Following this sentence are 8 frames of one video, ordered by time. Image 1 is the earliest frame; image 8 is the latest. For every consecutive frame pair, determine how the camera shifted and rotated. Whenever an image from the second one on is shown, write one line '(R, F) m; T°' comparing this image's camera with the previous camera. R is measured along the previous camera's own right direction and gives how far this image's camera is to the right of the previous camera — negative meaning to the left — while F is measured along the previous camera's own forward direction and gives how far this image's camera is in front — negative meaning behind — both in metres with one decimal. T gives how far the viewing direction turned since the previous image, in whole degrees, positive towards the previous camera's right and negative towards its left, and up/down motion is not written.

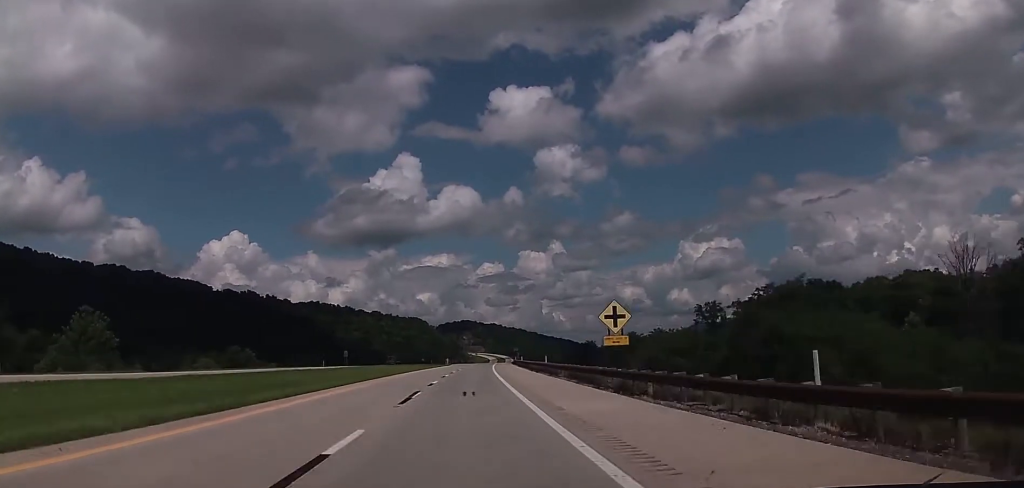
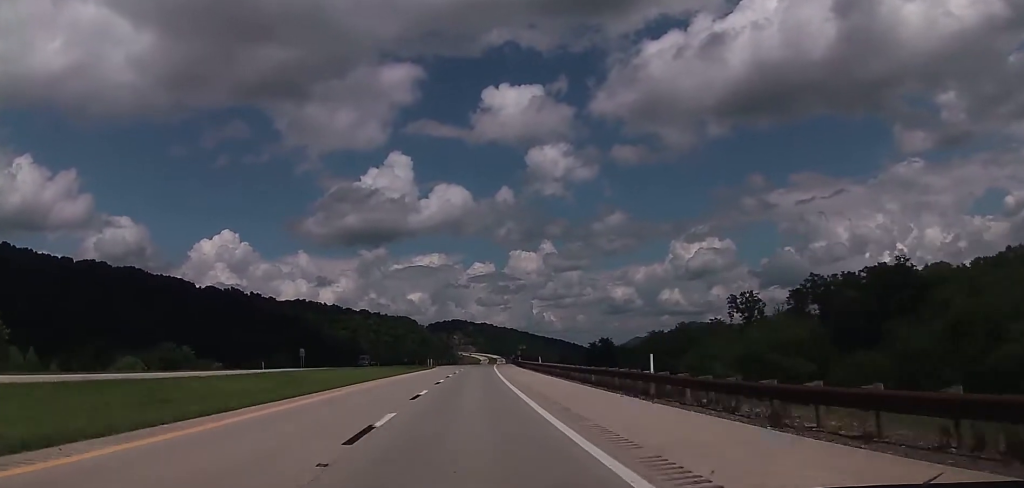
(+0.4, +34.3) m; +1°
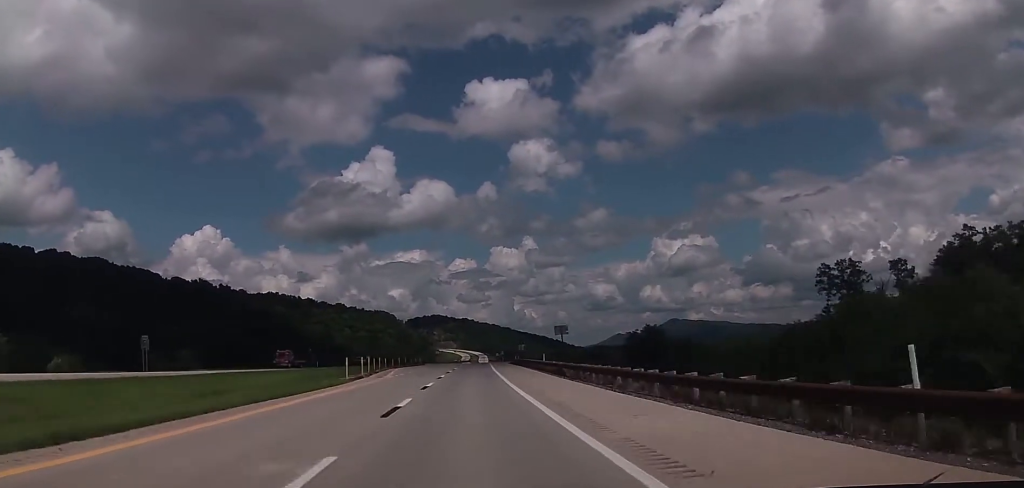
(+0.6, +56.5) m; +1°
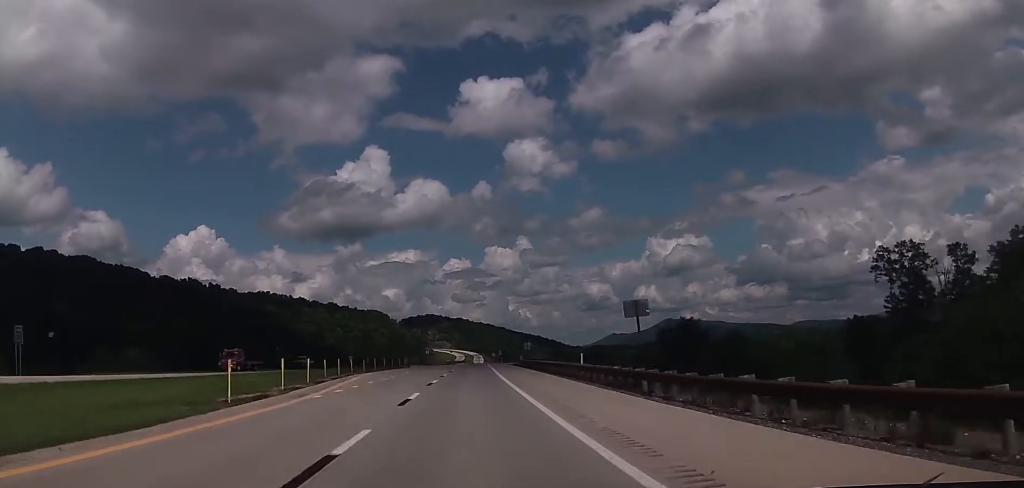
(+0.3, +21.1) m; 0°
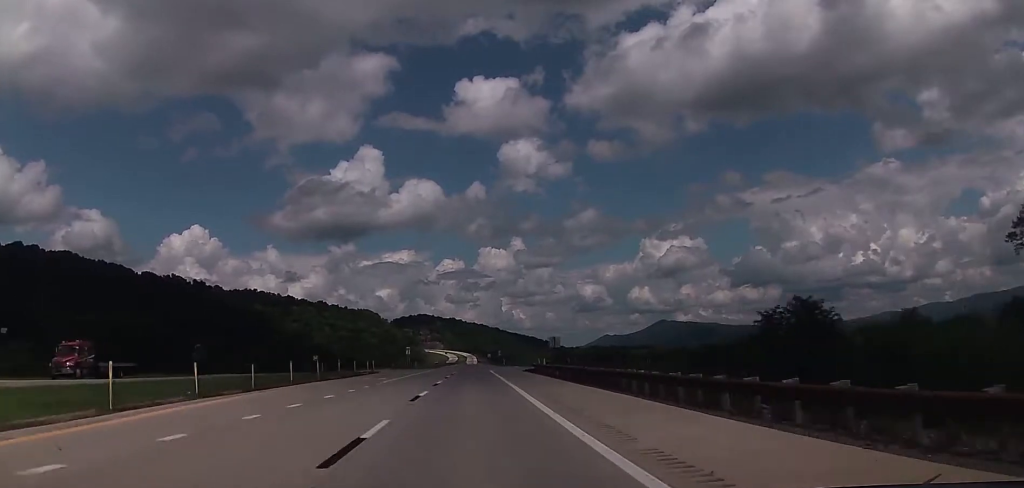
(-0.1, +33.2) m; +1°
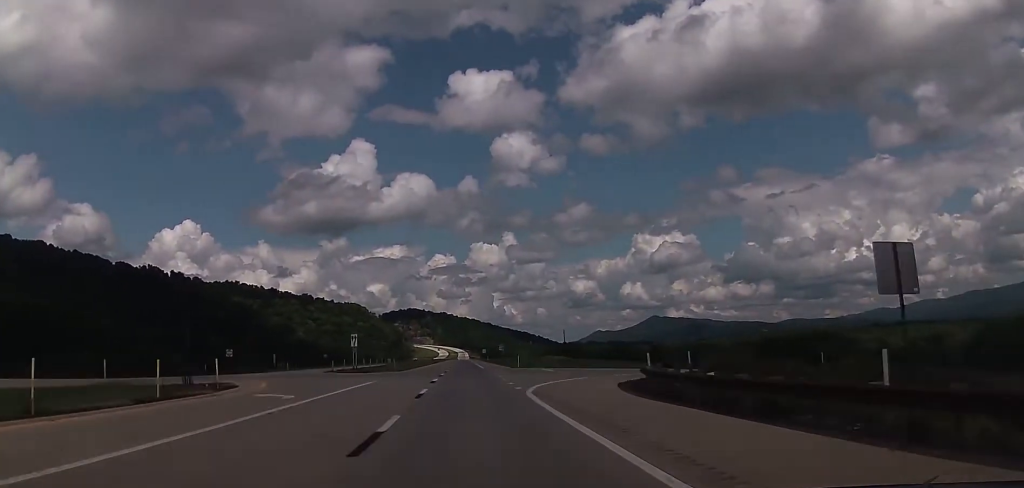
(+0.5, +48.6) m; 0°
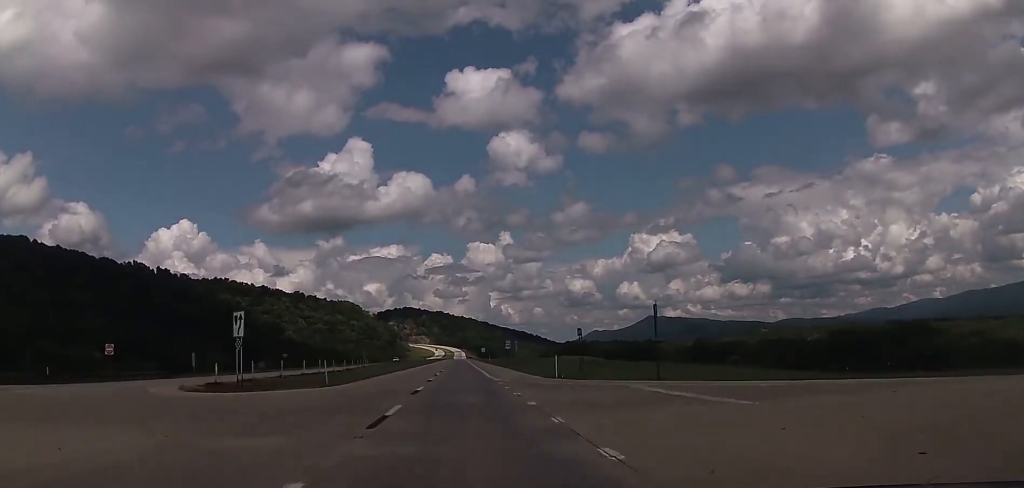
(-0.1, +33.0) m; +1°
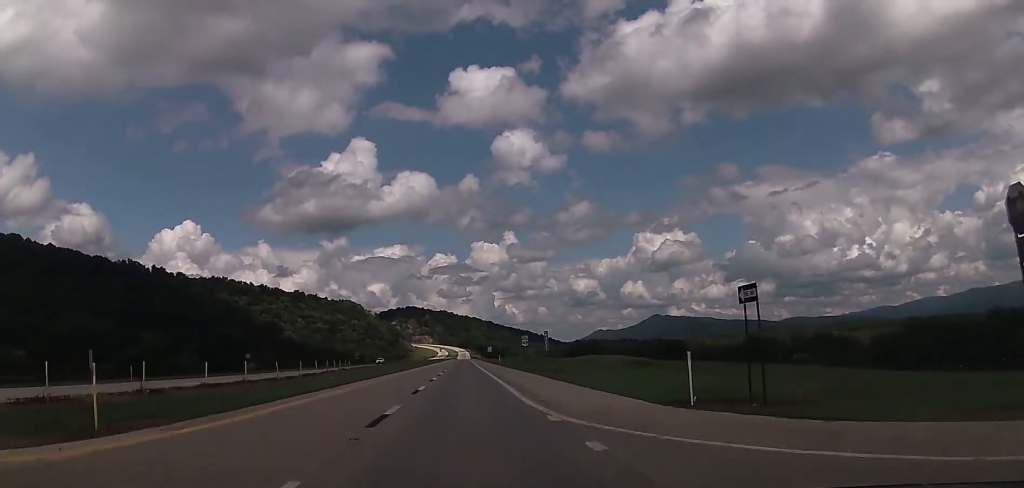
(+0.5, +24.3) m; +1°
